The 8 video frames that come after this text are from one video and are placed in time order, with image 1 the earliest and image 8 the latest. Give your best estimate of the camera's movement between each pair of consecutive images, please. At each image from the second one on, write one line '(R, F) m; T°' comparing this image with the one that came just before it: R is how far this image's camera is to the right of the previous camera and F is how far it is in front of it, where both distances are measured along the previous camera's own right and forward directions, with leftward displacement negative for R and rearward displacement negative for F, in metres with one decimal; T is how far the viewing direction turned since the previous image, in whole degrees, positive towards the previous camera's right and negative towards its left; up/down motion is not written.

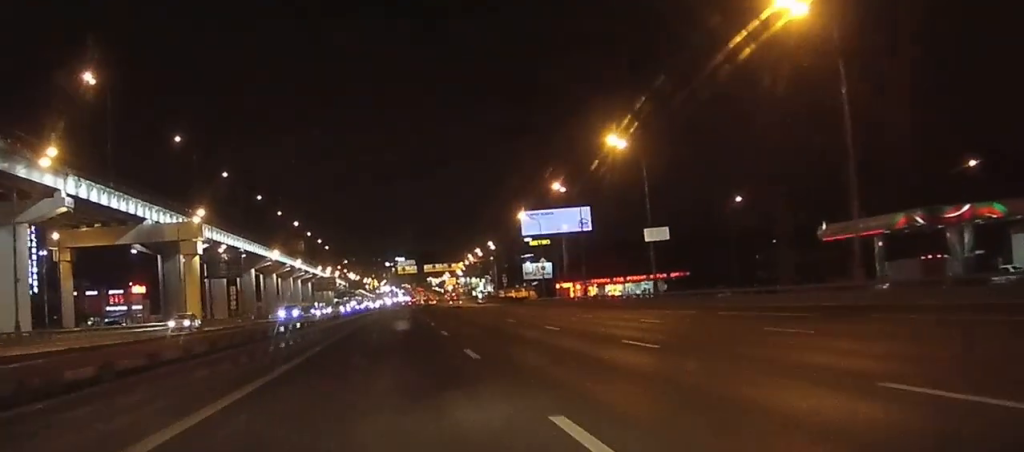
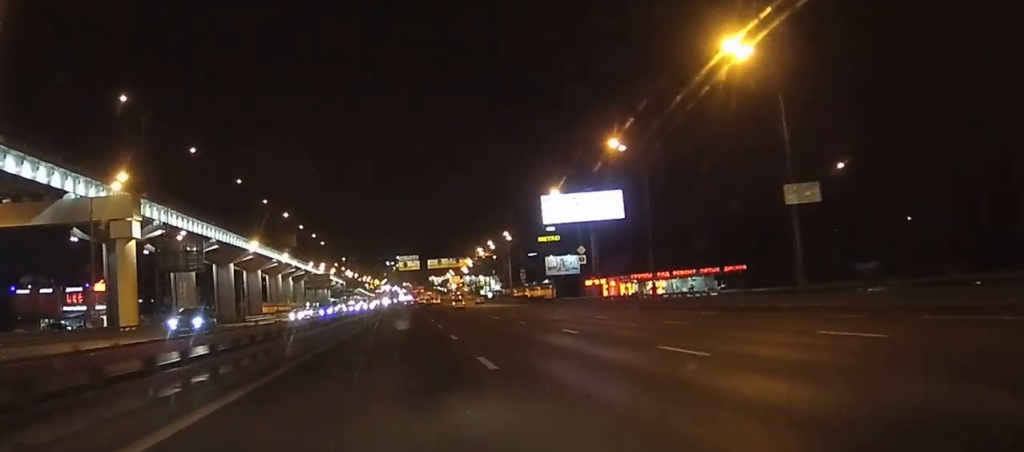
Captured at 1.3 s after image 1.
(0.0, +26.0) m; 0°
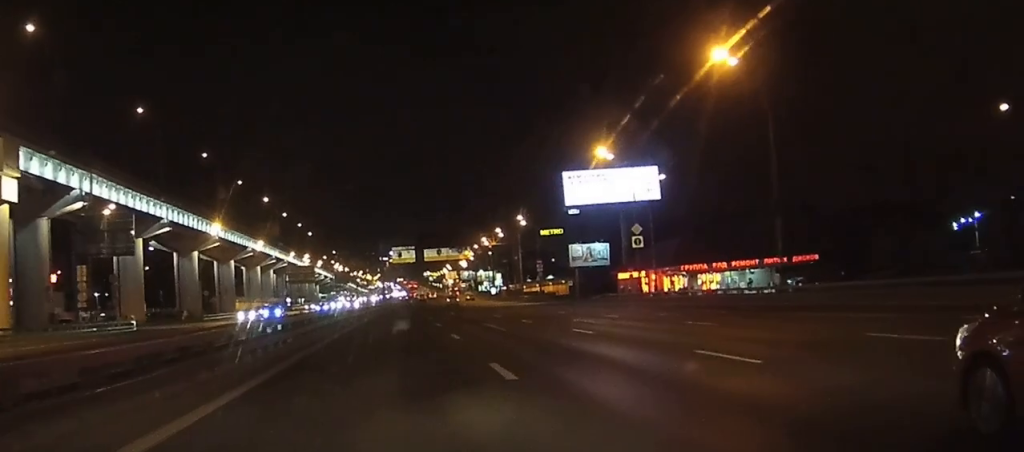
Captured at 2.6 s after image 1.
(0.0, +26.1) m; 0°
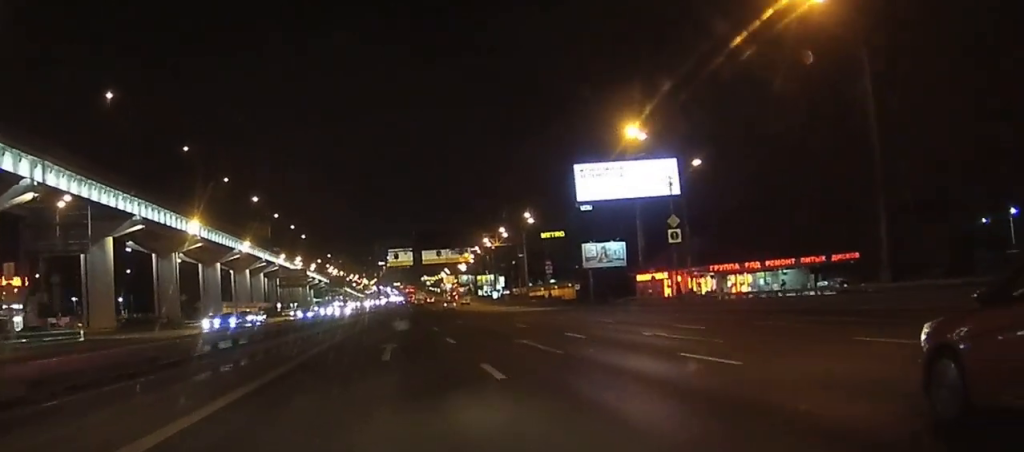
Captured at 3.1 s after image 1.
(0.0, +11.1) m; 0°
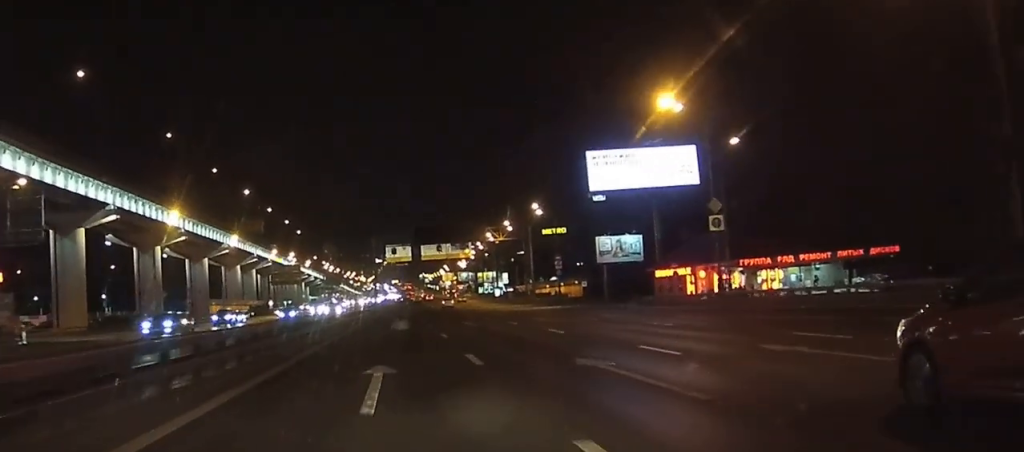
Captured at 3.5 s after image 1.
(0.0, +9.2) m; 0°
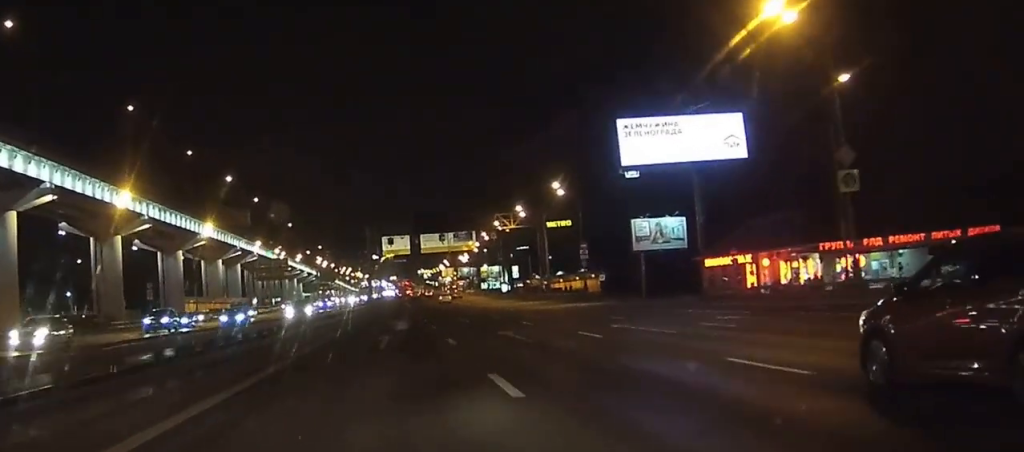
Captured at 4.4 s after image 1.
(0.0, +17.7) m; 0°
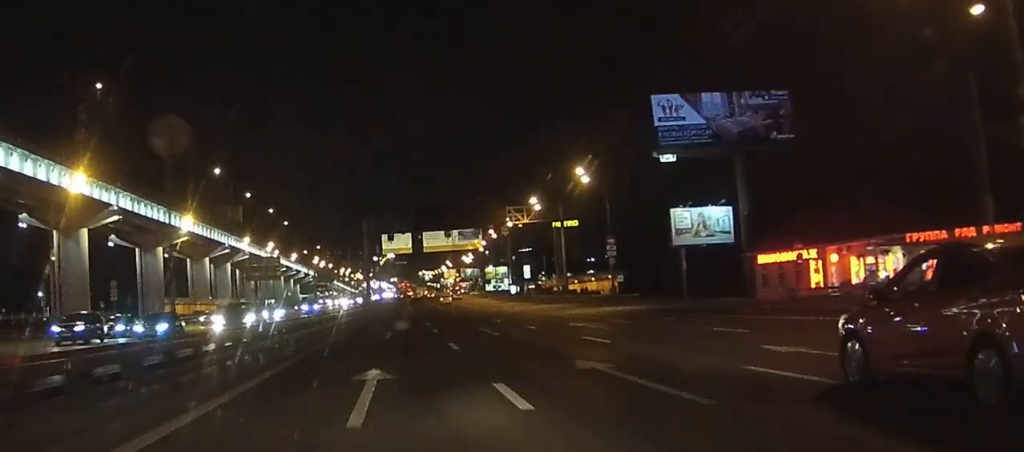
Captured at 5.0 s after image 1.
(0.0, +12.9) m; 0°
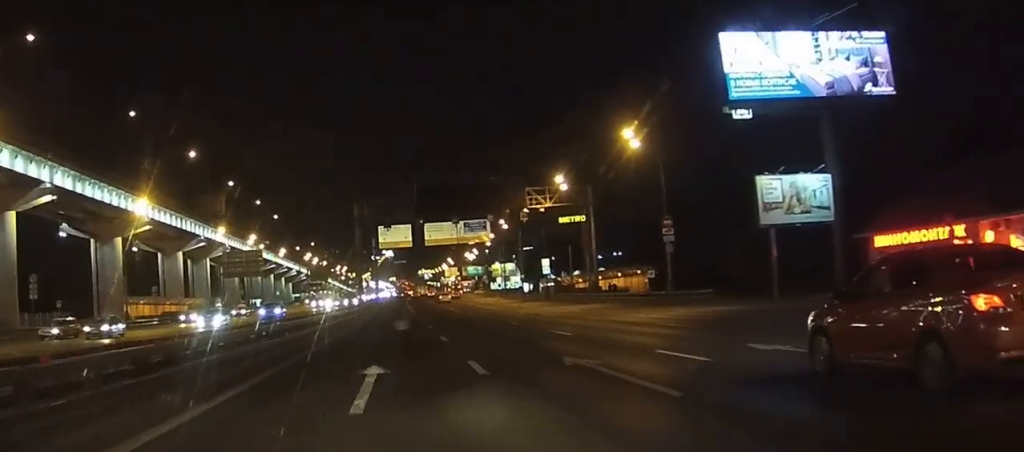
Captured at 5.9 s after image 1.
(+0.1, +19.6) m; 0°
